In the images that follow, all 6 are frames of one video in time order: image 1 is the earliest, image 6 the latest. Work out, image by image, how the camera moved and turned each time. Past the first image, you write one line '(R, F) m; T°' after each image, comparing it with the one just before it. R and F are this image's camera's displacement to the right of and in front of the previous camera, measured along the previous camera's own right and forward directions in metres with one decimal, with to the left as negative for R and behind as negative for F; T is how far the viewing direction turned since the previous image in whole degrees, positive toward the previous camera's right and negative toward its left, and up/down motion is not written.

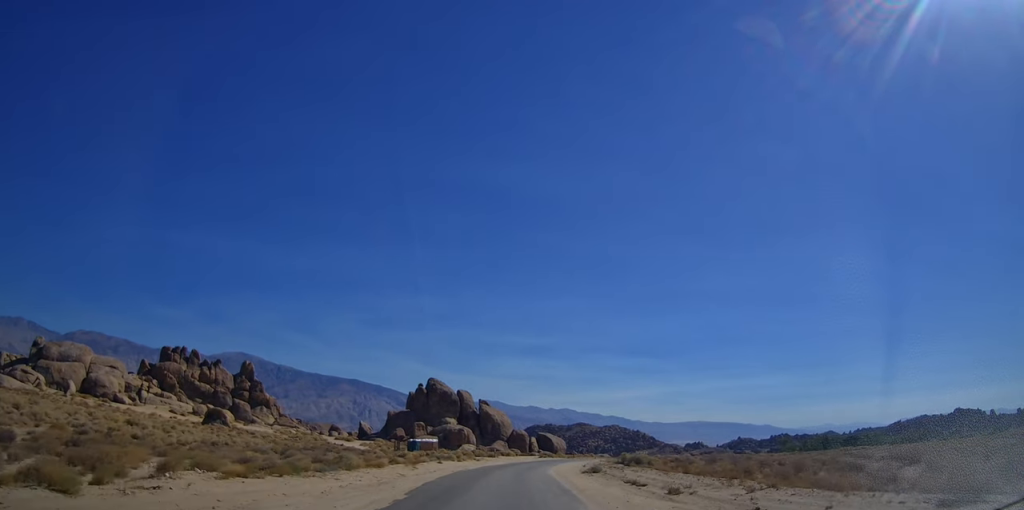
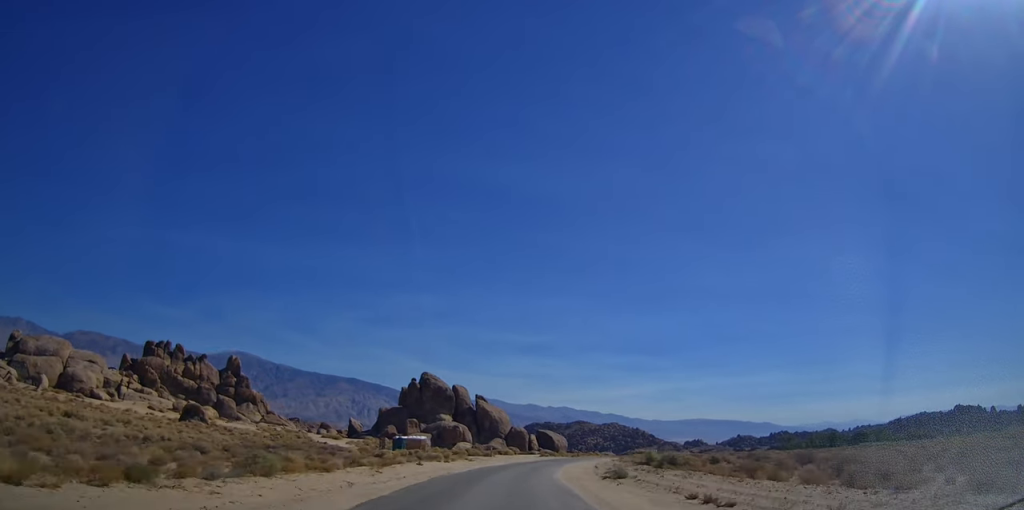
(+0.1, +7.7) m; 0°
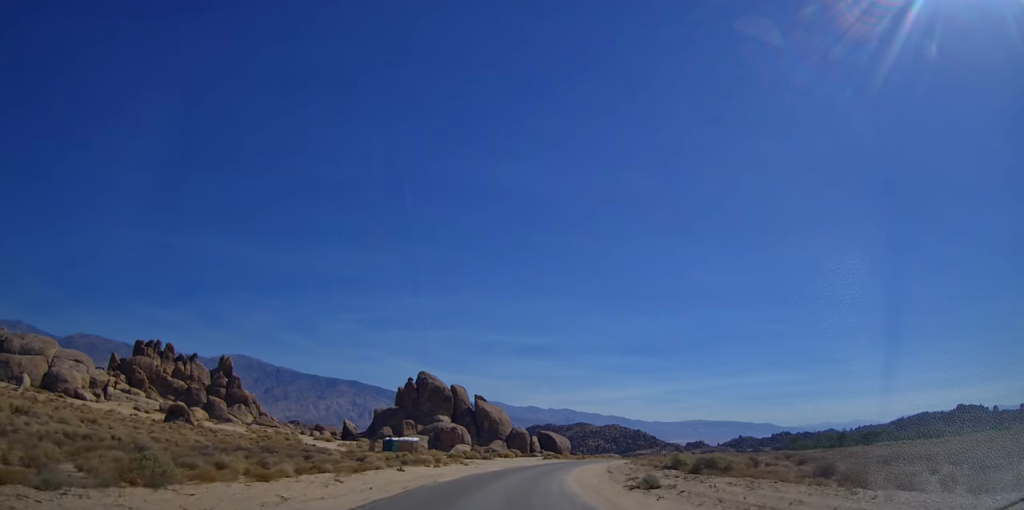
(0.0, +5.5) m; +1°
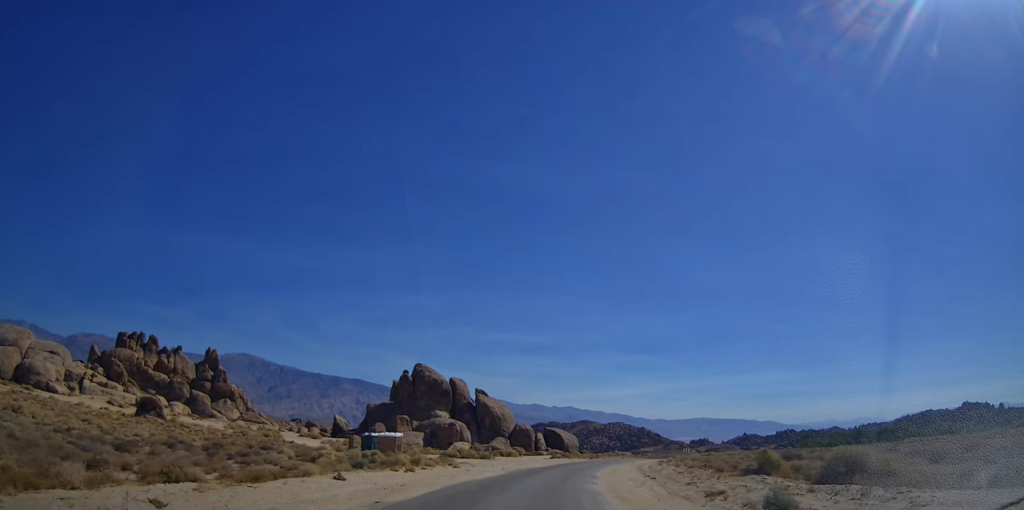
(+0.4, +10.3) m; -1°
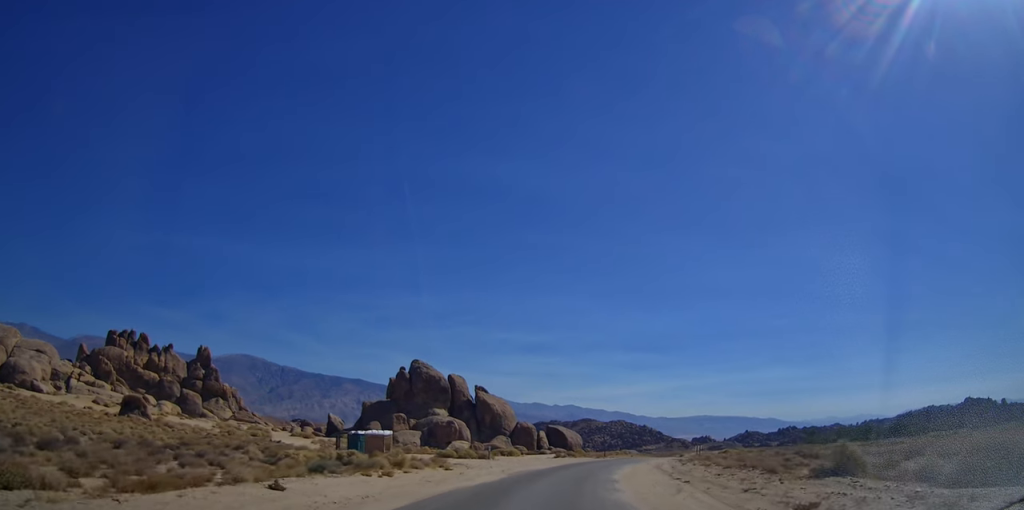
(0.0, +4.9) m; -1°
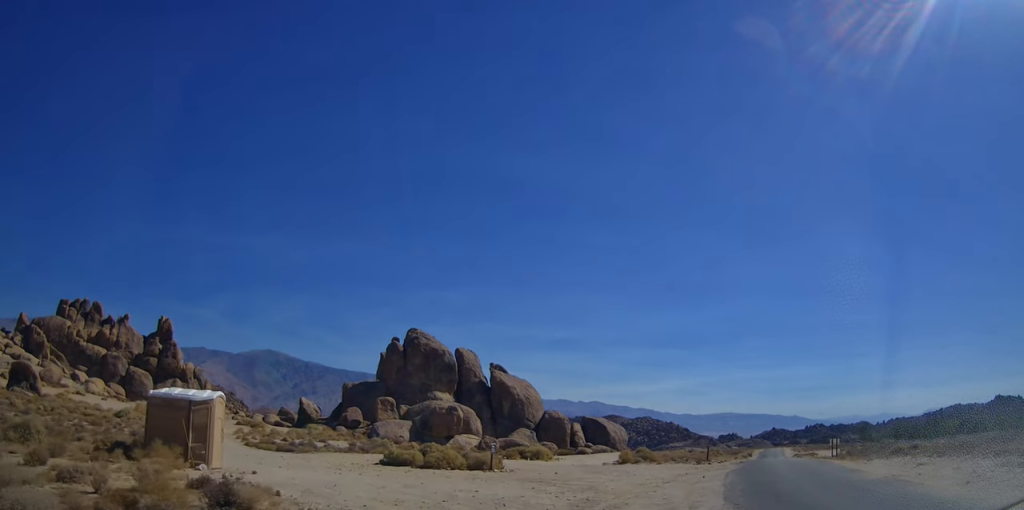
(+0.2, +32.7) m; +1°
